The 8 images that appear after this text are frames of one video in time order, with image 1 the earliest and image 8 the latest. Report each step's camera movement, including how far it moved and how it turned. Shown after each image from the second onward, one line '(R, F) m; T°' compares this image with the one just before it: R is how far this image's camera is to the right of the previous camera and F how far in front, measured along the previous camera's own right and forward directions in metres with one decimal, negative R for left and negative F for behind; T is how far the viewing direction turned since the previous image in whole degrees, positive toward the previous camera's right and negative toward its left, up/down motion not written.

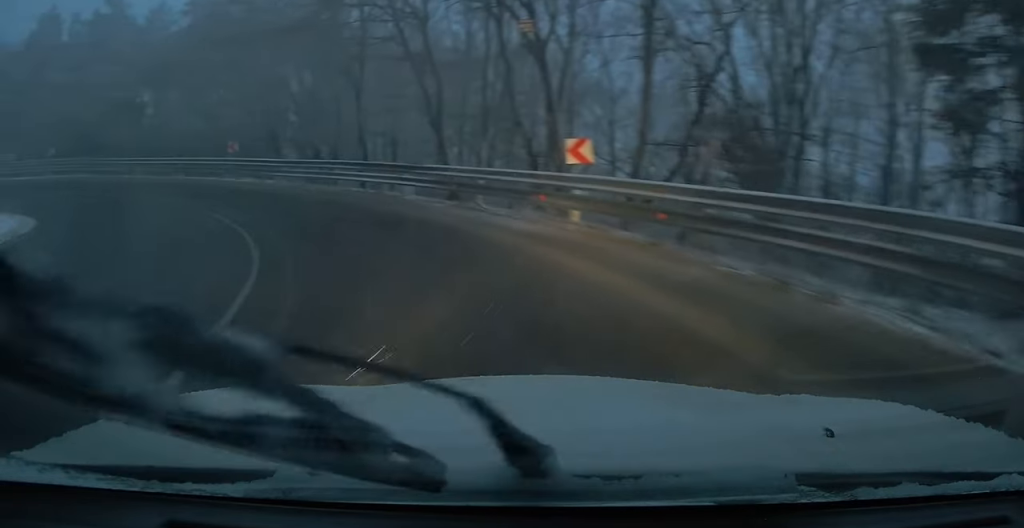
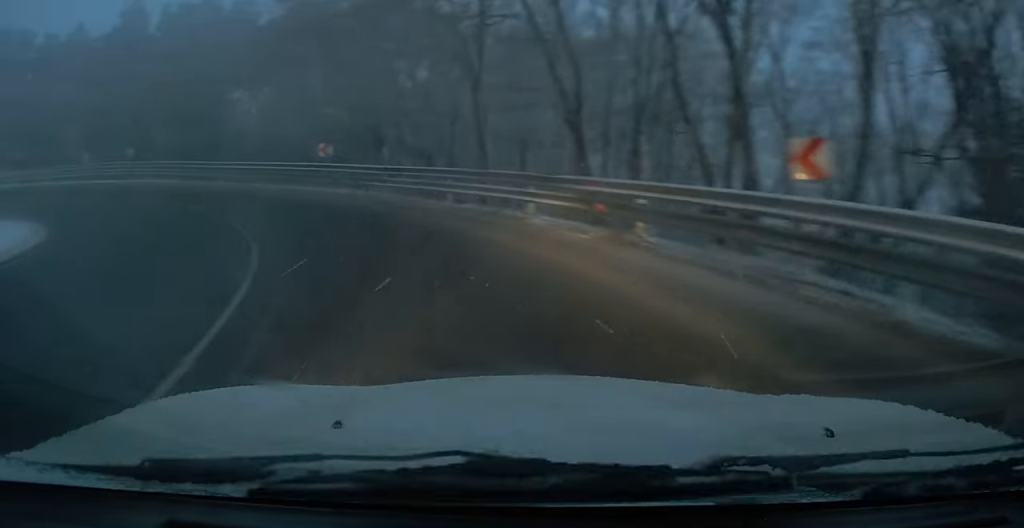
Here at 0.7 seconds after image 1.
(-0.2, +5.3) m; -5°
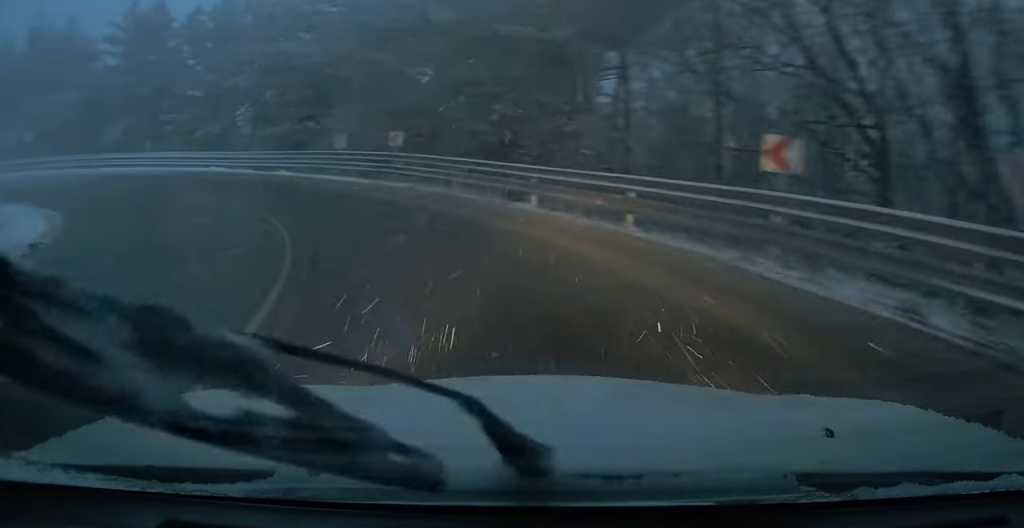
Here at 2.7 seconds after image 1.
(-4.7, +14.4) m; -50°
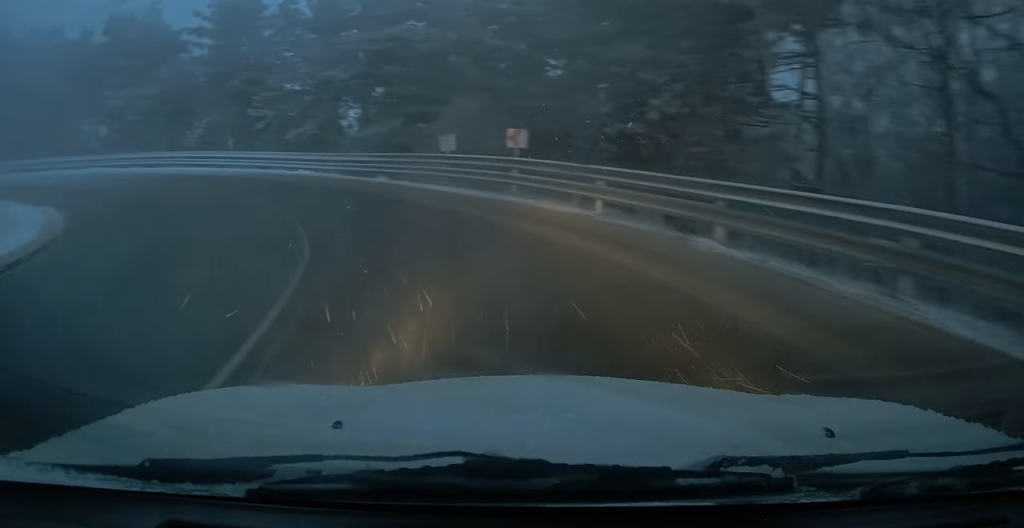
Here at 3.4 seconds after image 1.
(-1.2, +5.3) m; -15°
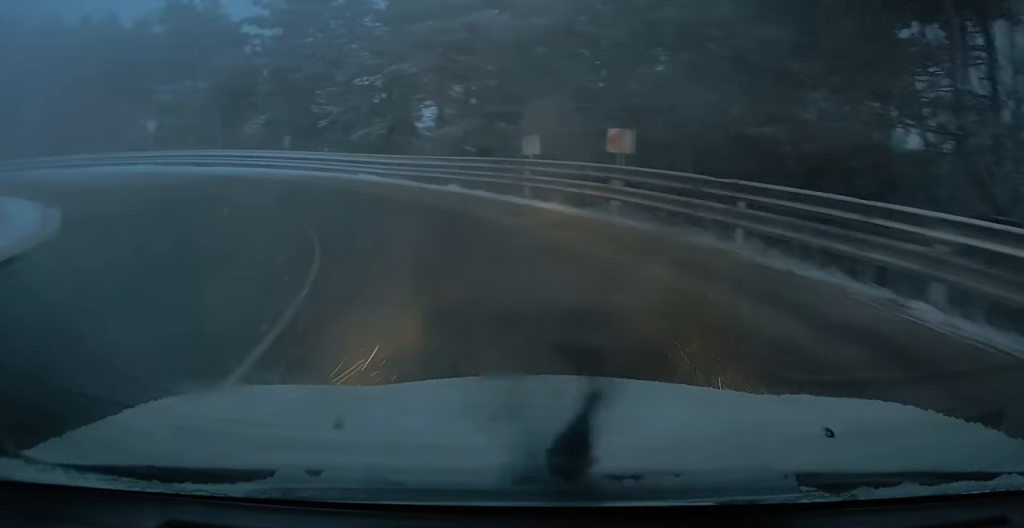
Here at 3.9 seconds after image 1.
(-0.1, +3.8) m; -3°
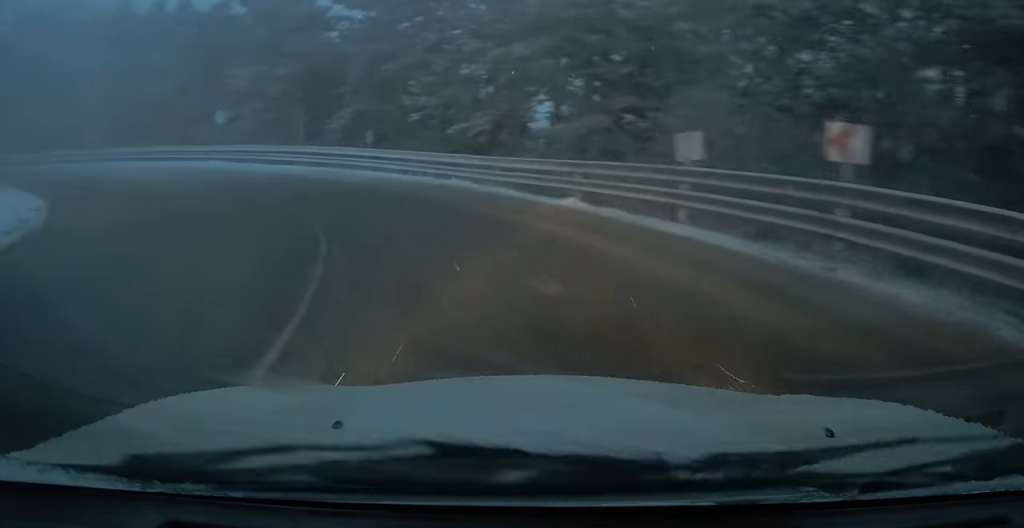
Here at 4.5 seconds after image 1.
(-0.2, +5.5) m; -5°
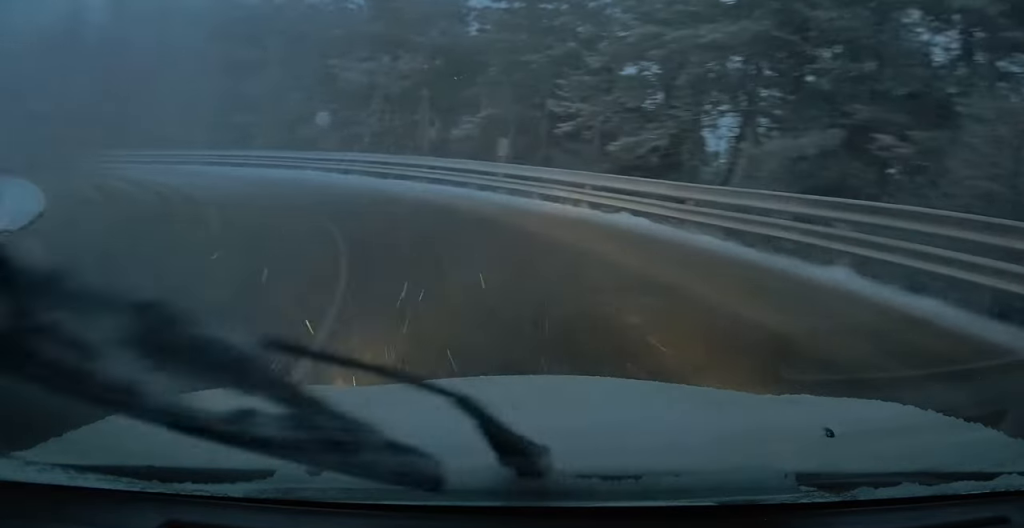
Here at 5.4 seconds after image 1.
(-0.4, +6.8) m; -8°
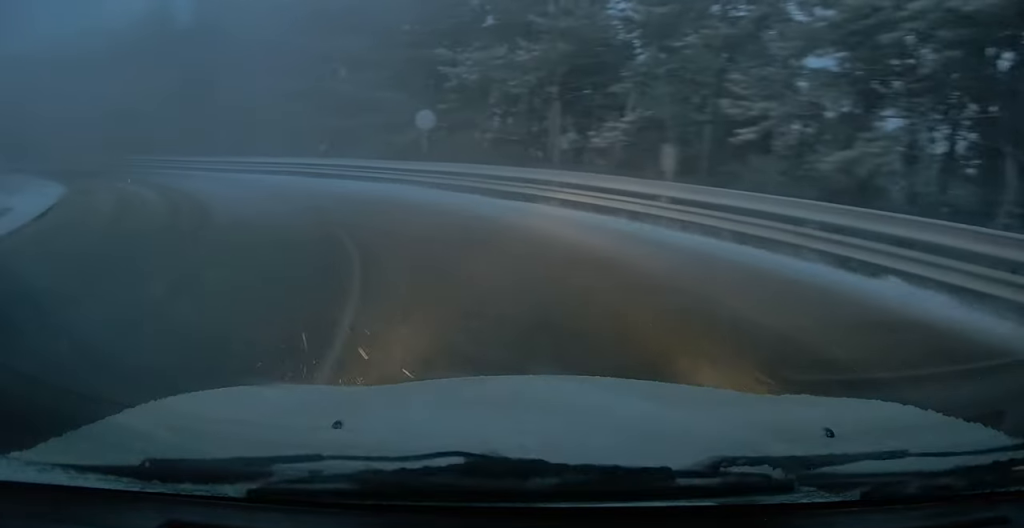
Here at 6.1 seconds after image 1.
(-0.4, +6.1) m; -10°
